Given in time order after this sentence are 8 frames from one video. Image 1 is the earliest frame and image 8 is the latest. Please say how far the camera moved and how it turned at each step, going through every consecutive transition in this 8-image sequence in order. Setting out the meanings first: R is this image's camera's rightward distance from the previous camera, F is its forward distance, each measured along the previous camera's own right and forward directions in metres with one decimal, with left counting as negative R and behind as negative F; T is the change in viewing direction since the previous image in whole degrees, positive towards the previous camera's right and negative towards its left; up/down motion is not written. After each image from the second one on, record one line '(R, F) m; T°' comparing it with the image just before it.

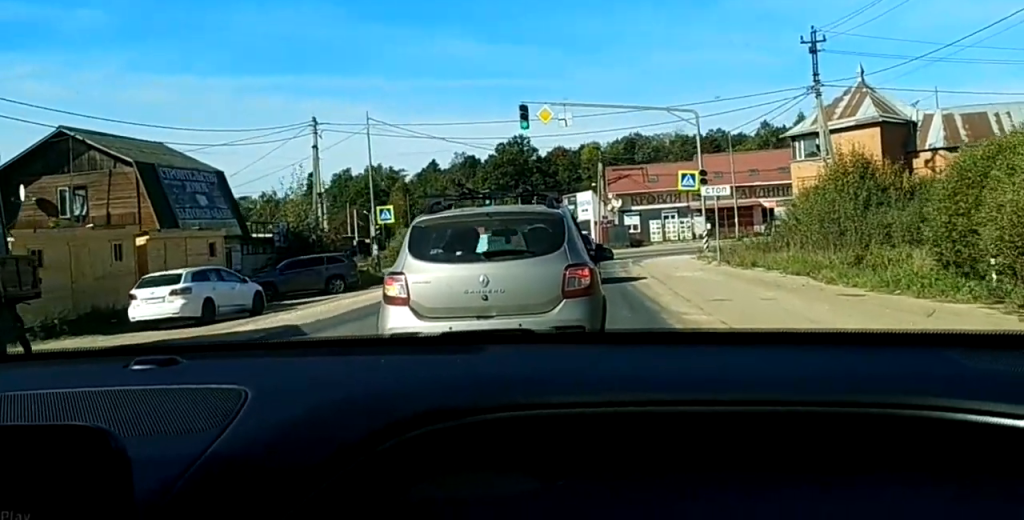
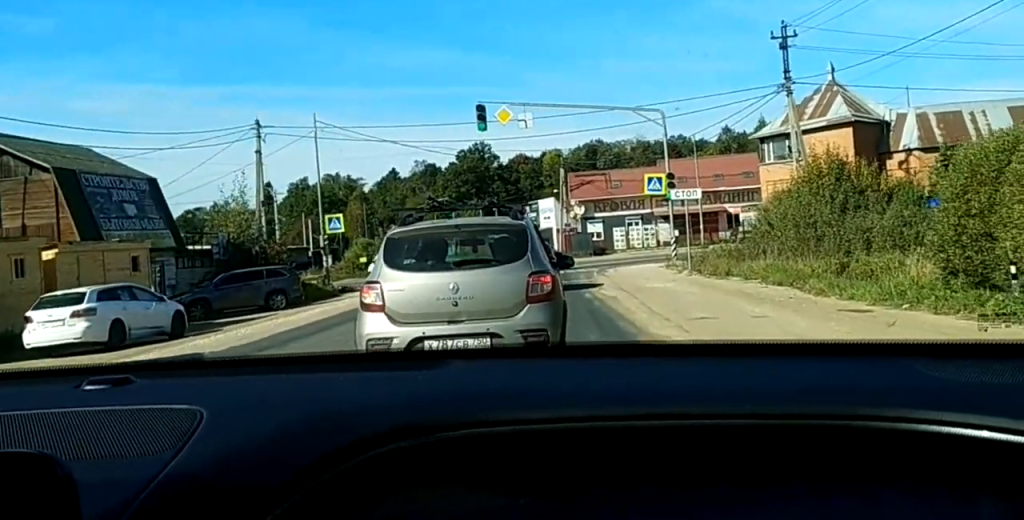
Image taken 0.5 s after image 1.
(0.0, +3.6) m; -2°
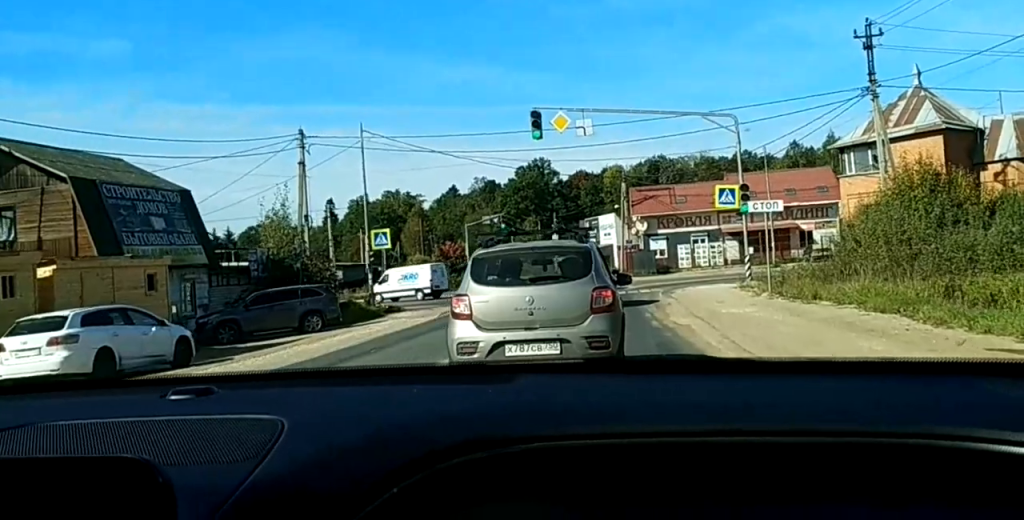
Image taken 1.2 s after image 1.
(-0.1, +4.8) m; +1°
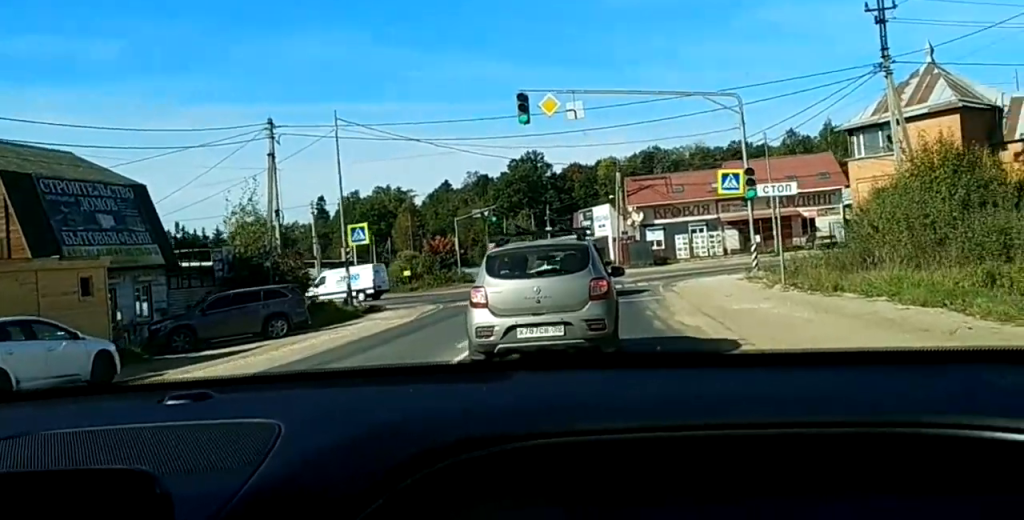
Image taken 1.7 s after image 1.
(0.0, +4.3) m; 0°
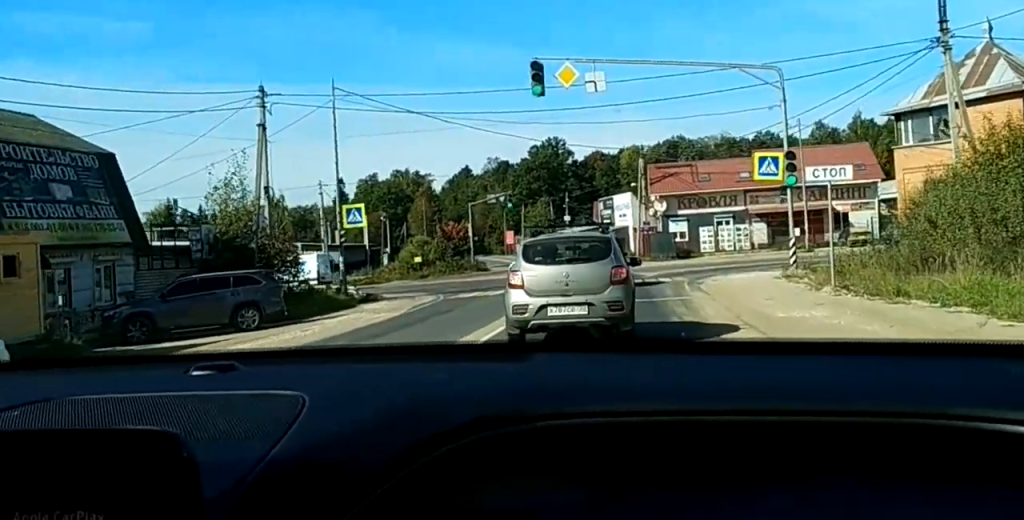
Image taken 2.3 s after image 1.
(+0.2, +4.7) m; -1°
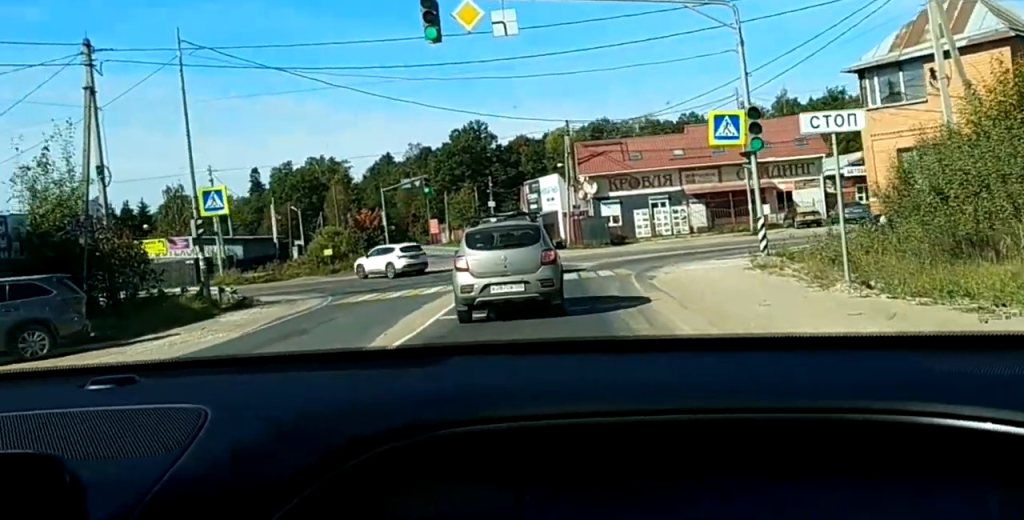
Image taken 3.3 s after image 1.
(-0.4, +7.9) m; -2°
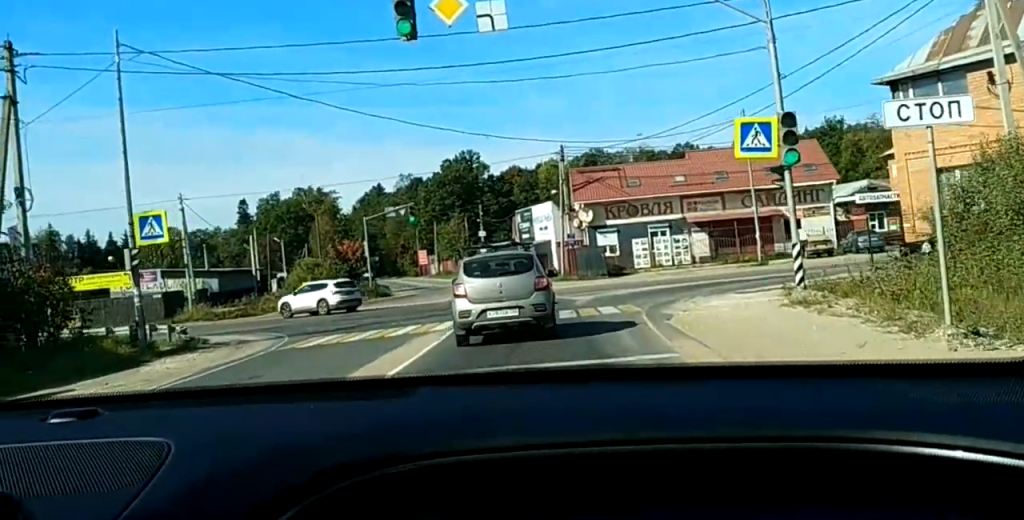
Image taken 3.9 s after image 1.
(0.0, +4.4) m; +2°
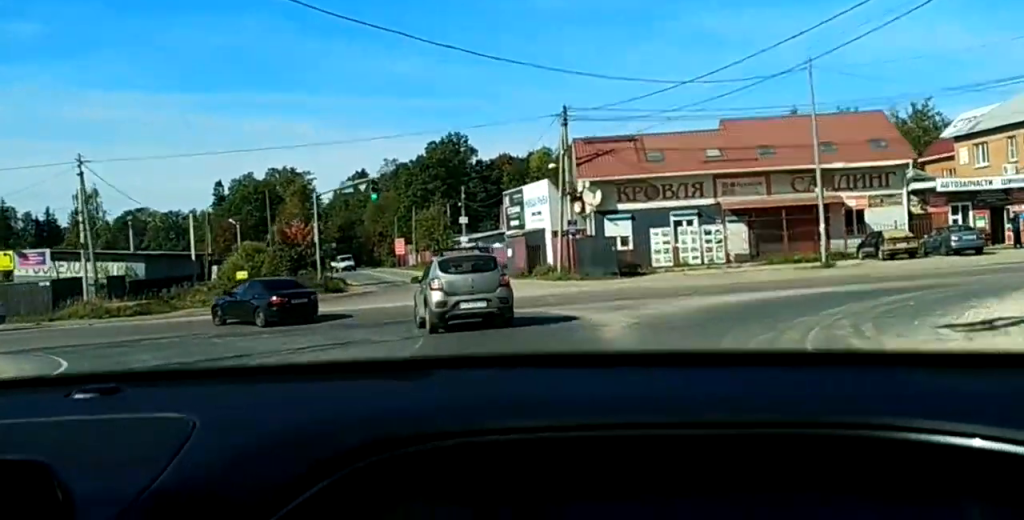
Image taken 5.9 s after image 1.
(+1.0, +15.3) m; +1°
